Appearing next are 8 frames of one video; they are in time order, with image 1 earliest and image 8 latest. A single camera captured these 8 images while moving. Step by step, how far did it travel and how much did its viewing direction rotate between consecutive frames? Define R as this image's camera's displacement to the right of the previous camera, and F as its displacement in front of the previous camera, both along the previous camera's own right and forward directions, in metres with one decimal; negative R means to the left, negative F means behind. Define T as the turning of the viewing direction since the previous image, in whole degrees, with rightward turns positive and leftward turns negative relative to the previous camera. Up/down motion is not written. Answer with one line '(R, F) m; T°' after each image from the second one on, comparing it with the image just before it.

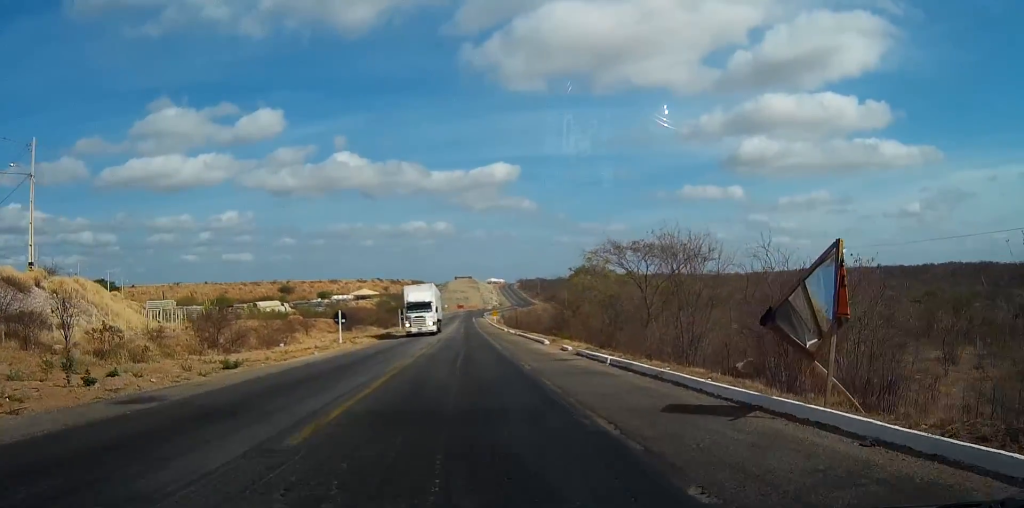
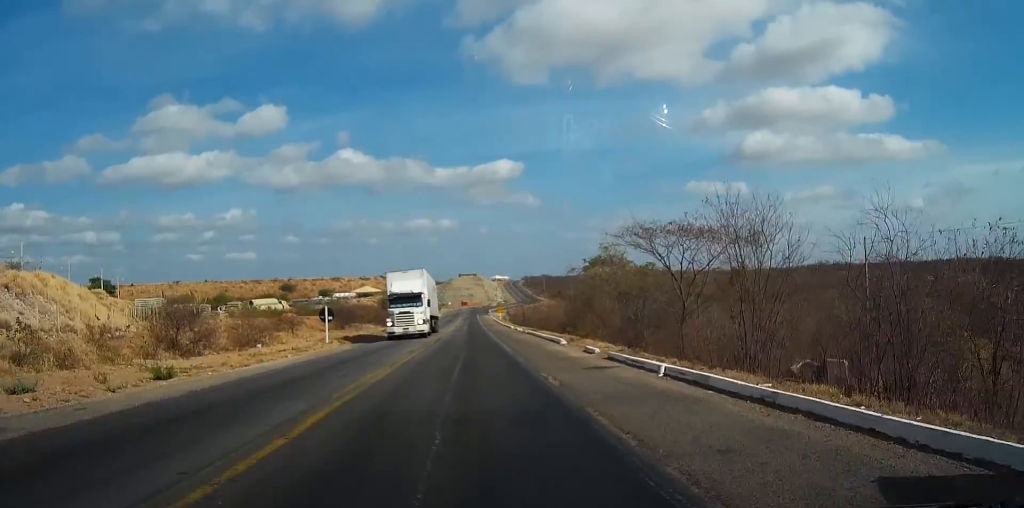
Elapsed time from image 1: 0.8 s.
(-0.1, +5.3) m; -1°
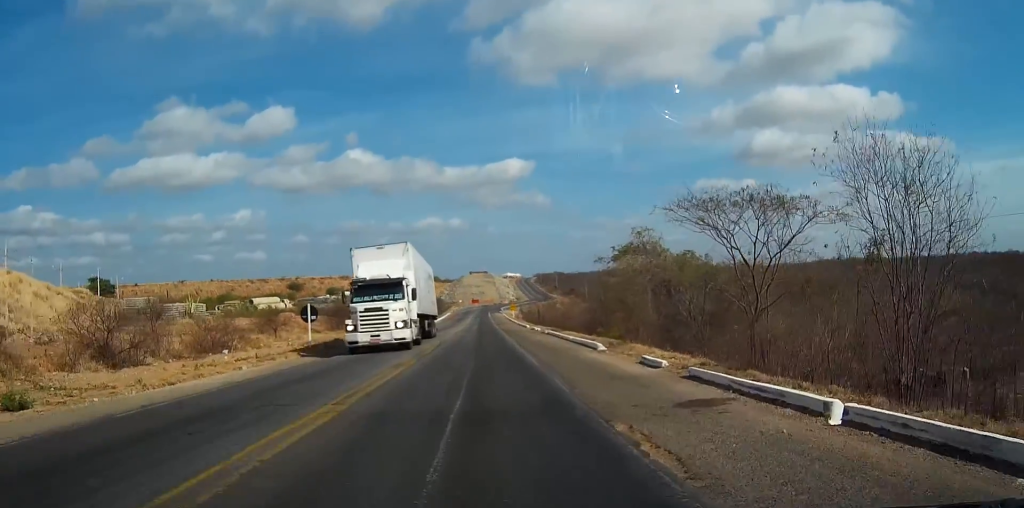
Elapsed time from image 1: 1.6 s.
(-0.1, +7.3) m; -1°
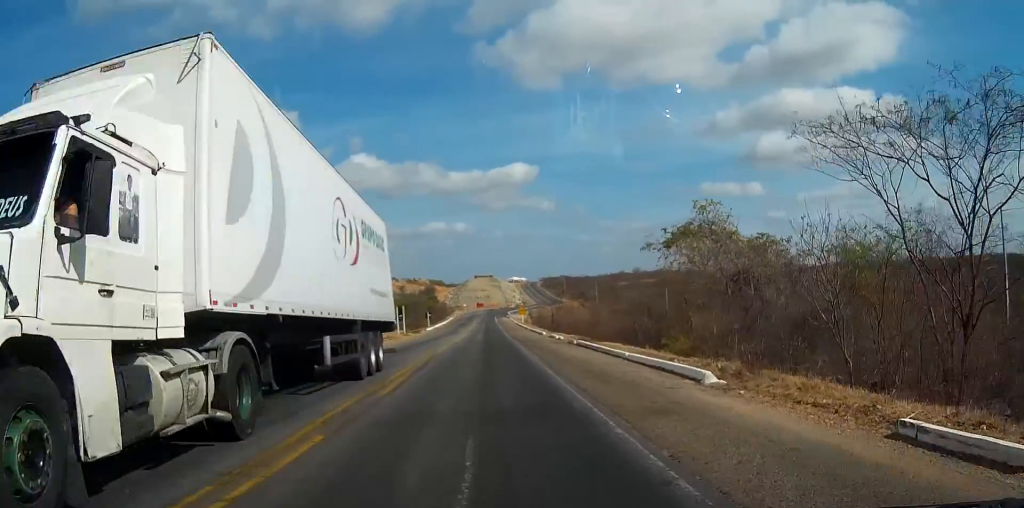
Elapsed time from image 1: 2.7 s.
(-0.2, +12.2) m; -1°
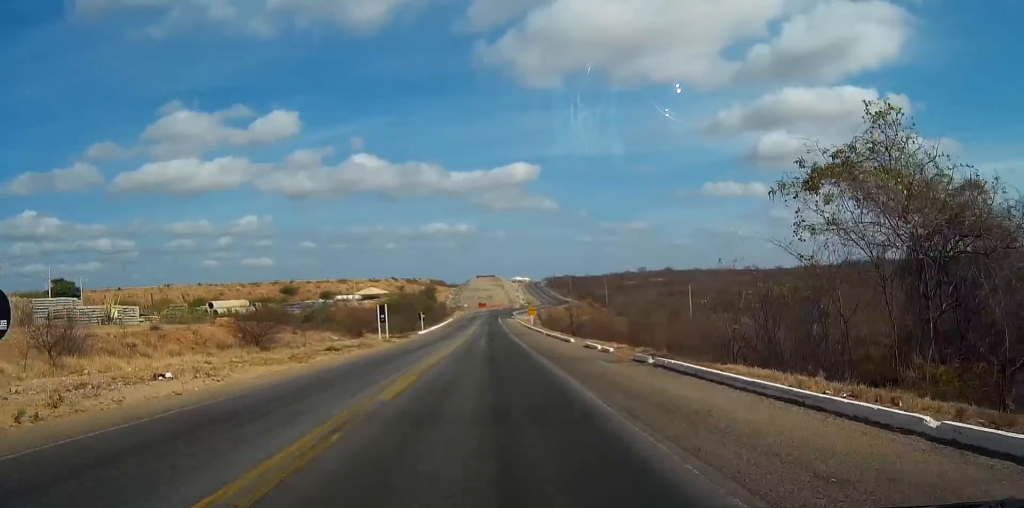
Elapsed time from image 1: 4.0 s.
(0.0, +15.7) m; 0°
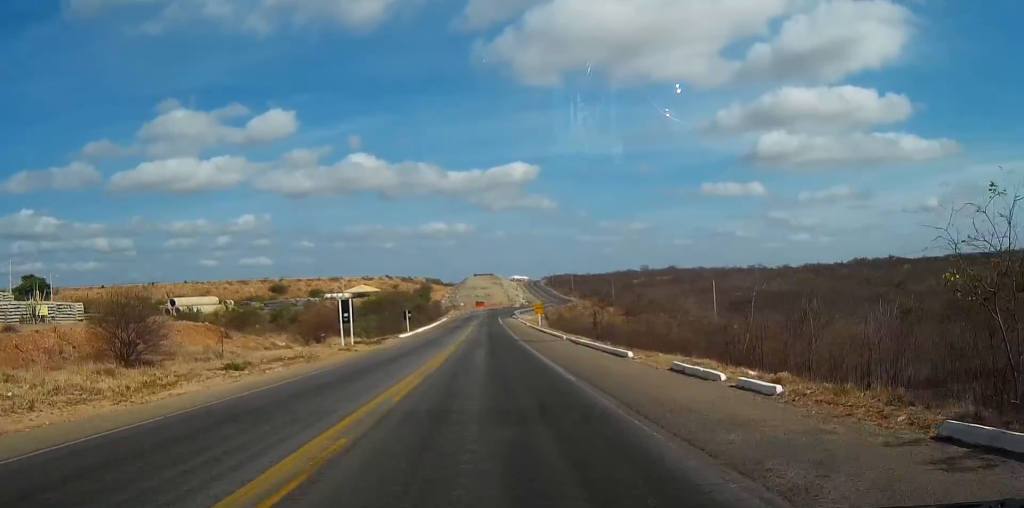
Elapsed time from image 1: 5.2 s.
(0.0, +15.9) m; 0°
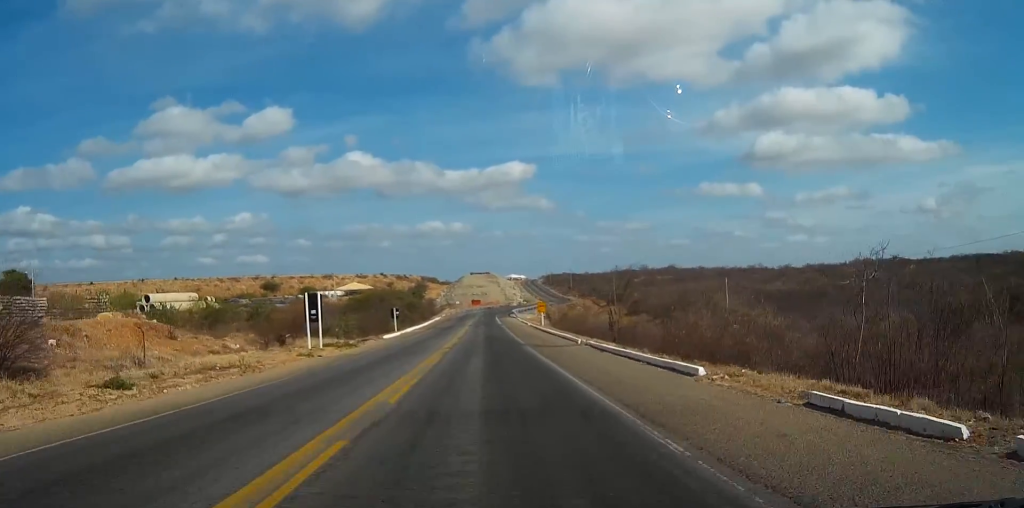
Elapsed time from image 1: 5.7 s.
(0.0, +8.1) m; 0°
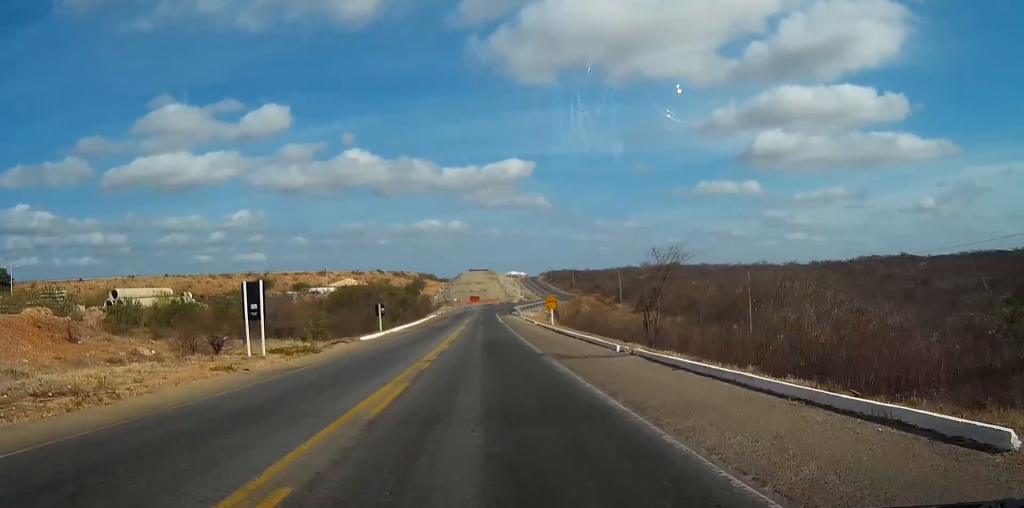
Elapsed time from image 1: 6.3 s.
(+0.1, +10.3) m; 0°
